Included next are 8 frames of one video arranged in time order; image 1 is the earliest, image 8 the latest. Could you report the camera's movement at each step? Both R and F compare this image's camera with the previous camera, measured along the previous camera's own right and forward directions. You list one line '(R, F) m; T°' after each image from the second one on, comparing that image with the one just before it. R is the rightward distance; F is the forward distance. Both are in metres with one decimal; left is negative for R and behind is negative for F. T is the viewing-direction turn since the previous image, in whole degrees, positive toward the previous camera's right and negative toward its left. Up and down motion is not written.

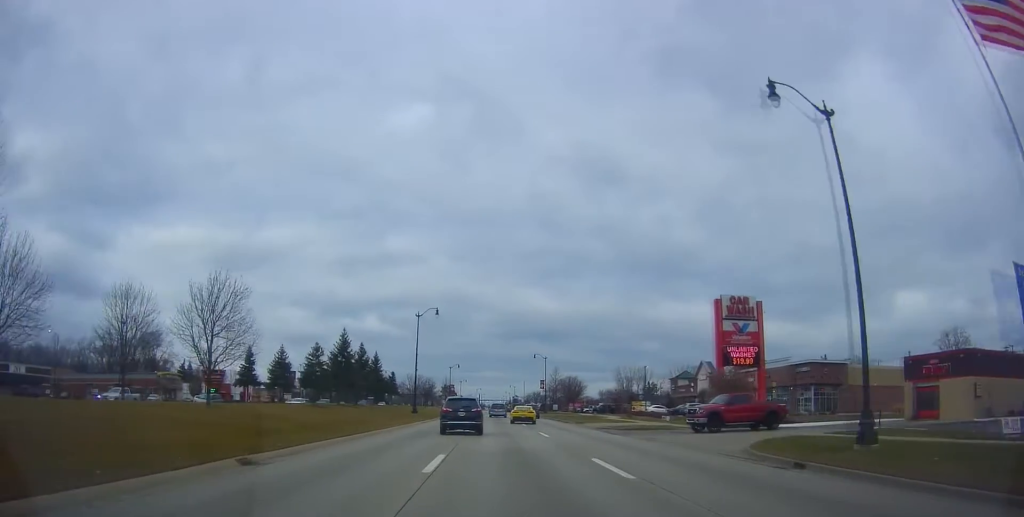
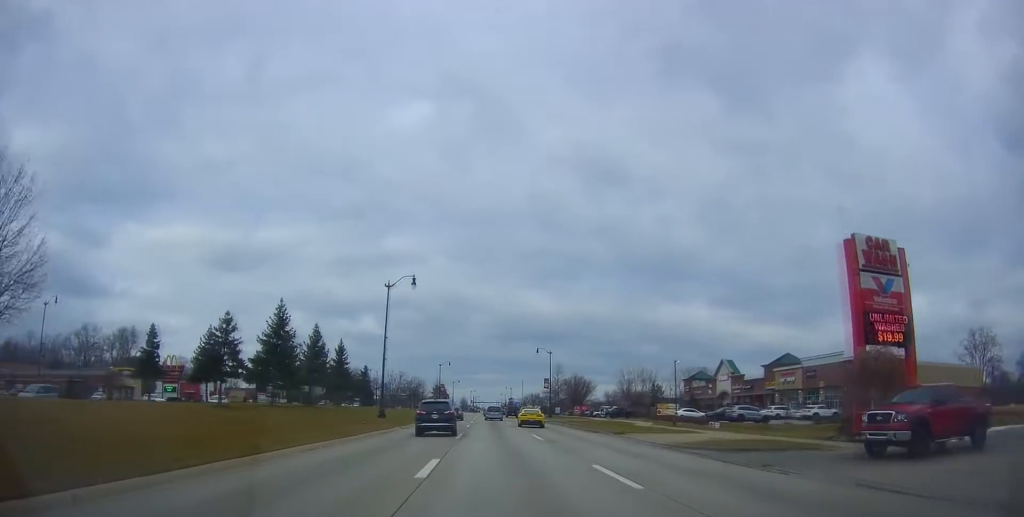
(+0.1, +16.1) m; 0°
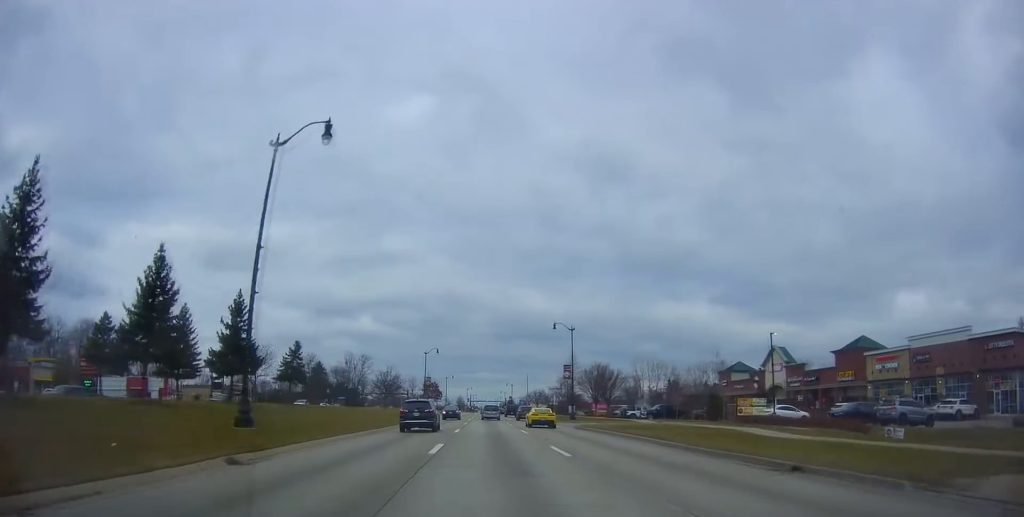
(0.0, +25.3) m; +1°
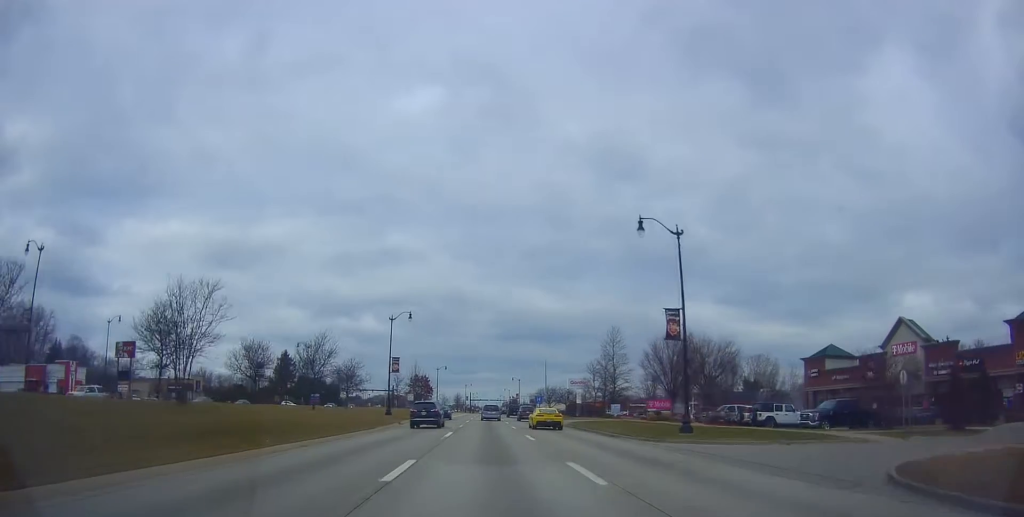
(-0.5, +36.9) m; -1°
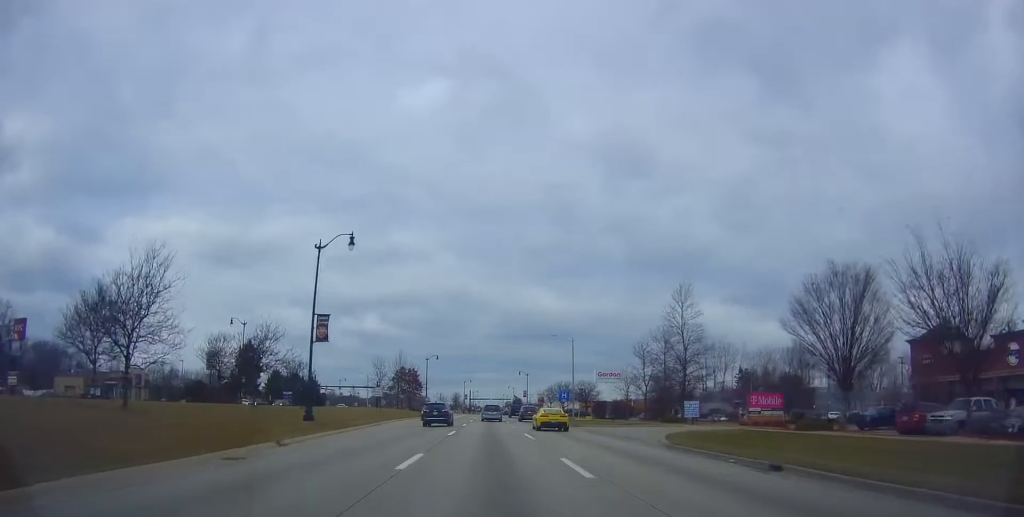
(+0.6, +28.0) m; +2°
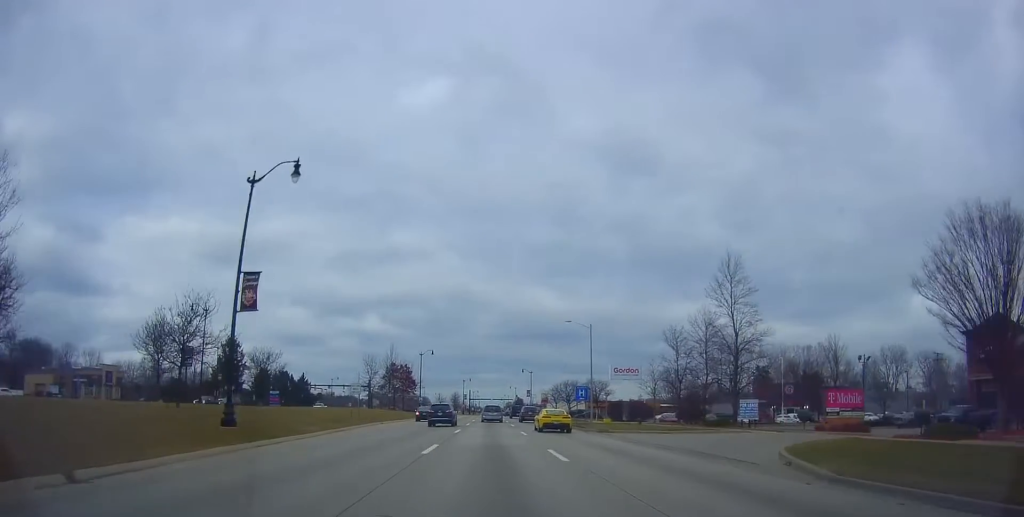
(0.0, +11.0) m; -1°
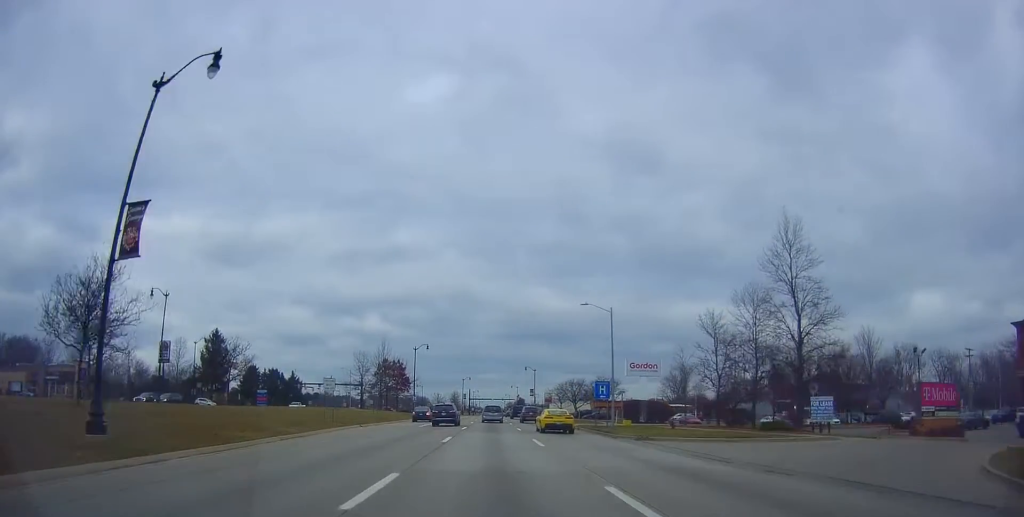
(-0.1, +8.9) m; -1°
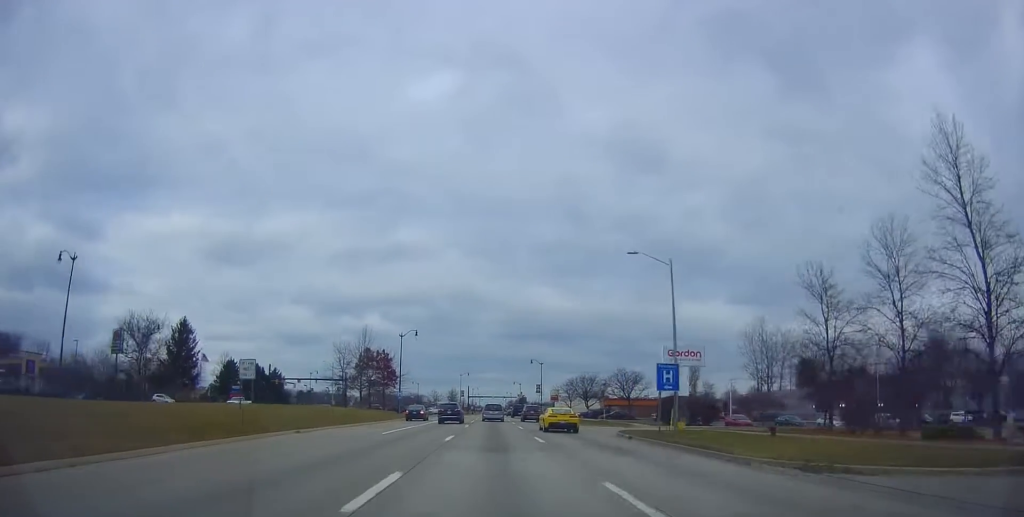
(-0.2, +15.1) m; 0°
